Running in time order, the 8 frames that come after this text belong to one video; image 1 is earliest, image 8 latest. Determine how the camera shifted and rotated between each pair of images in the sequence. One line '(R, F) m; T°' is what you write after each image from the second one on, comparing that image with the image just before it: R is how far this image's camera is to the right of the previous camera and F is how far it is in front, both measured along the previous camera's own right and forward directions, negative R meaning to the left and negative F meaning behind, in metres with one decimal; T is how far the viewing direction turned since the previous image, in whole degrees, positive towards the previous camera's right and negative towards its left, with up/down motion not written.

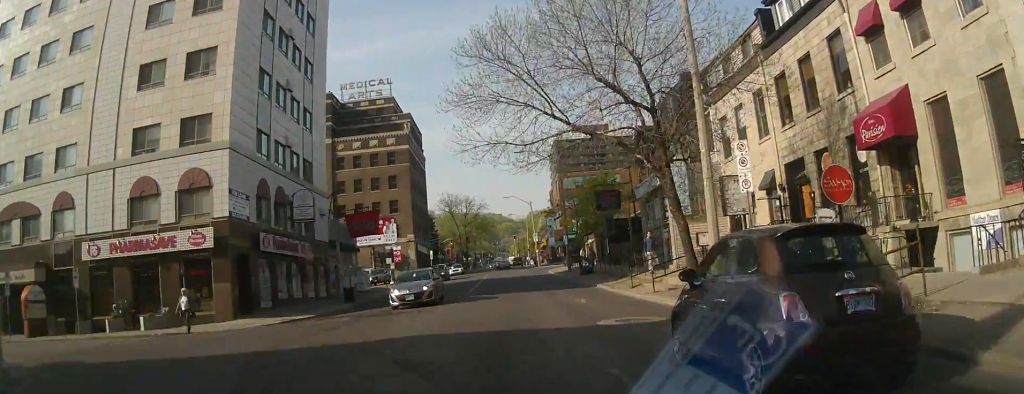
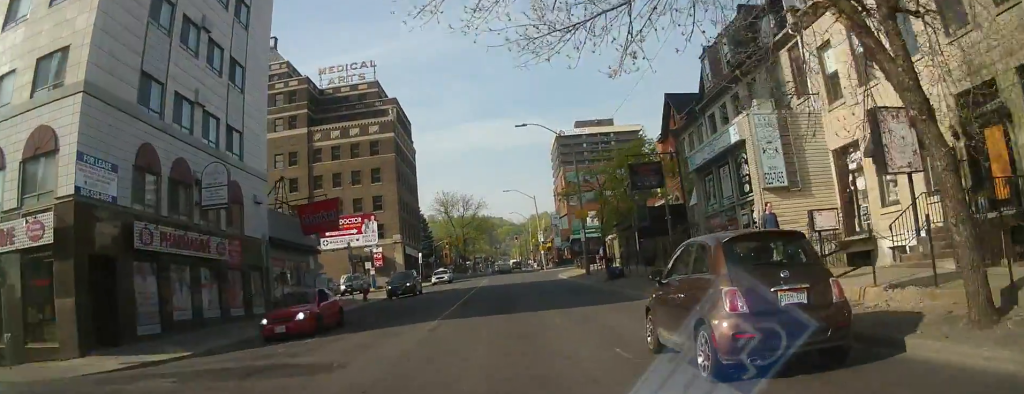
(0.0, +8.2) m; -1°
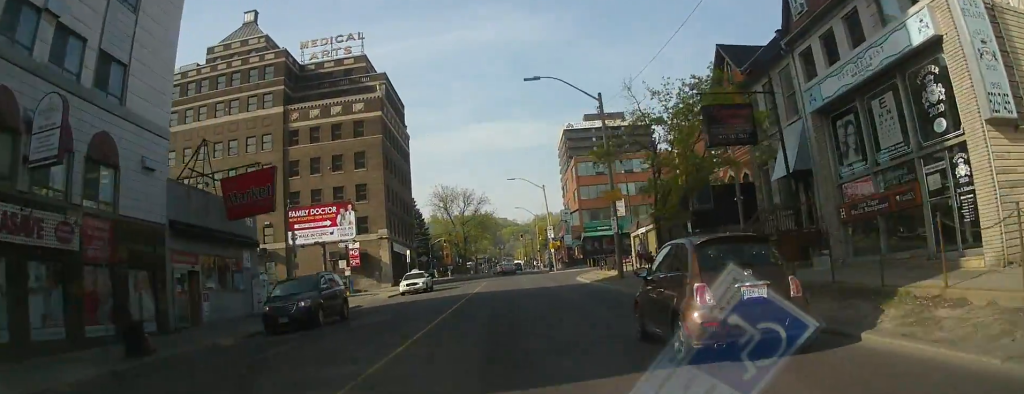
(-0.1, +9.1) m; 0°
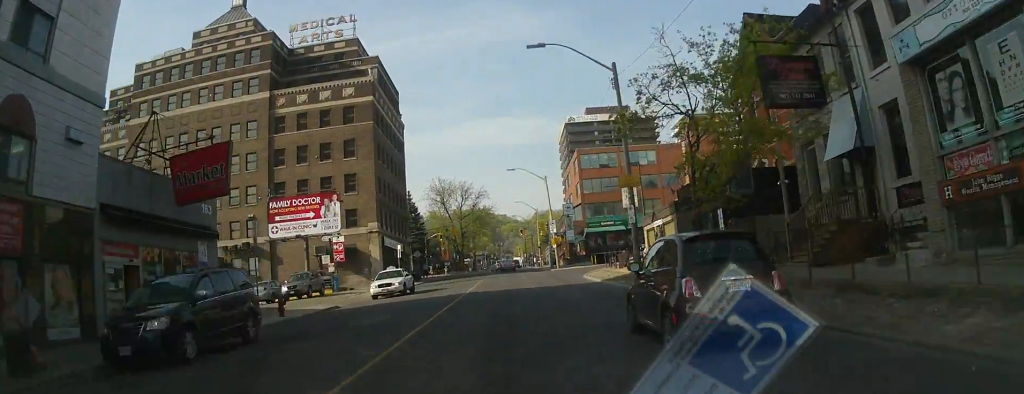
(0.0, +3.9) m; 0°
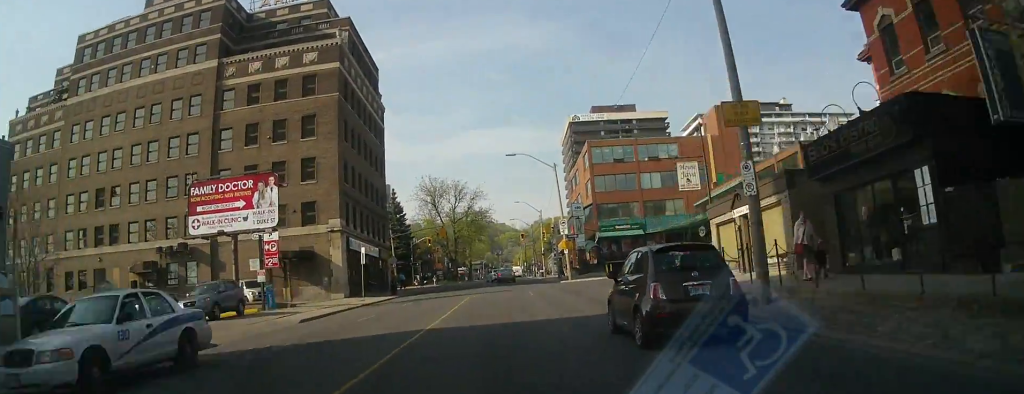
(+0.3, +11.9) m; +1°
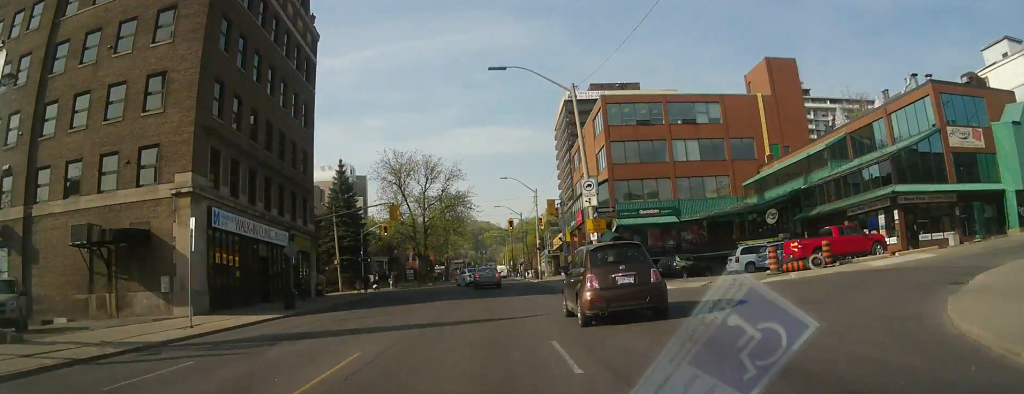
(-0.3, +20.7) m; -1°
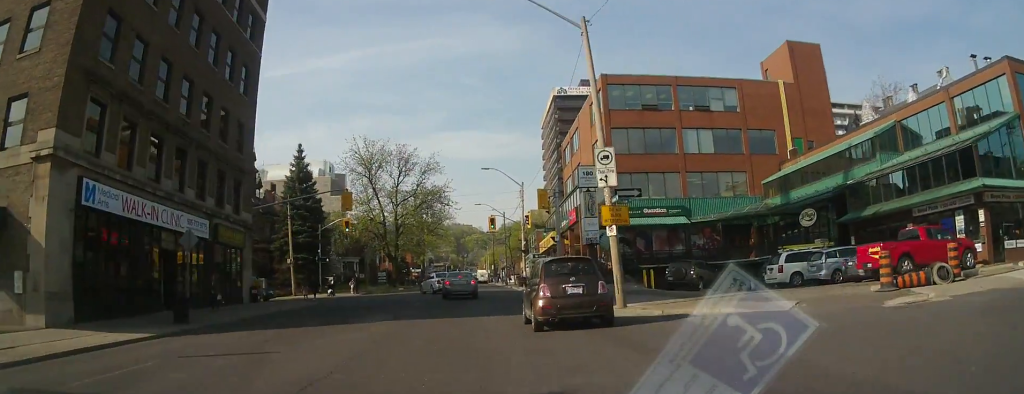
(-0.2, +8.5) m; +2°
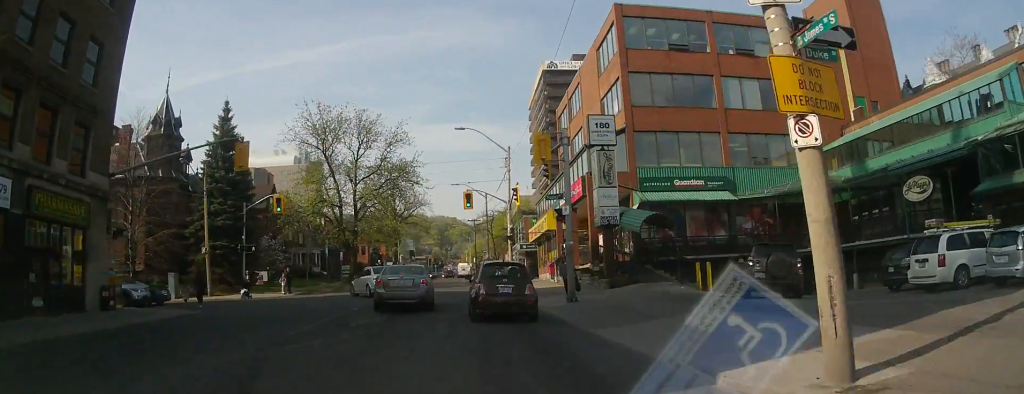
(+0.6, +13.6) m; +2°
